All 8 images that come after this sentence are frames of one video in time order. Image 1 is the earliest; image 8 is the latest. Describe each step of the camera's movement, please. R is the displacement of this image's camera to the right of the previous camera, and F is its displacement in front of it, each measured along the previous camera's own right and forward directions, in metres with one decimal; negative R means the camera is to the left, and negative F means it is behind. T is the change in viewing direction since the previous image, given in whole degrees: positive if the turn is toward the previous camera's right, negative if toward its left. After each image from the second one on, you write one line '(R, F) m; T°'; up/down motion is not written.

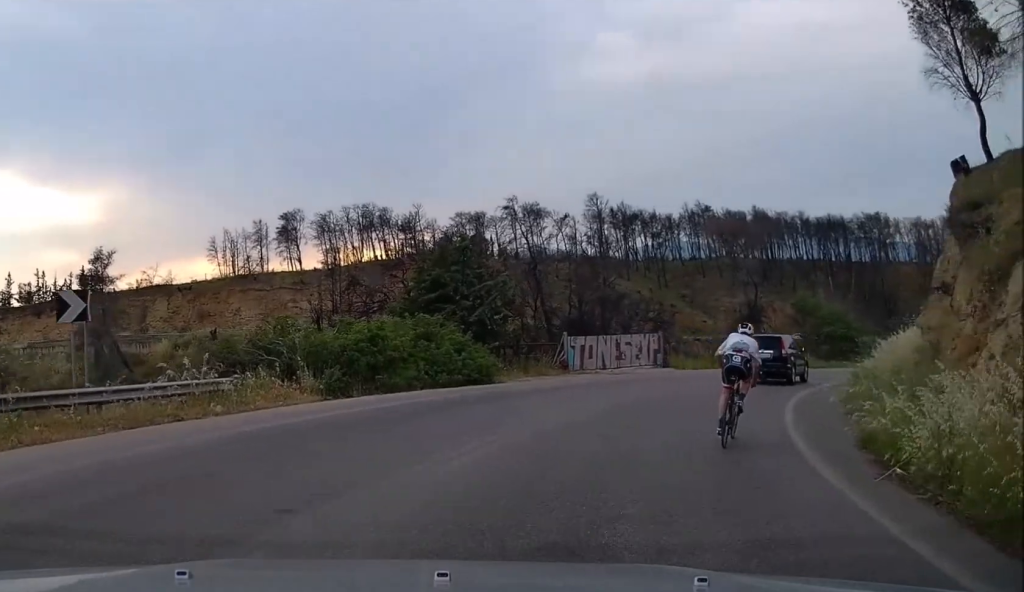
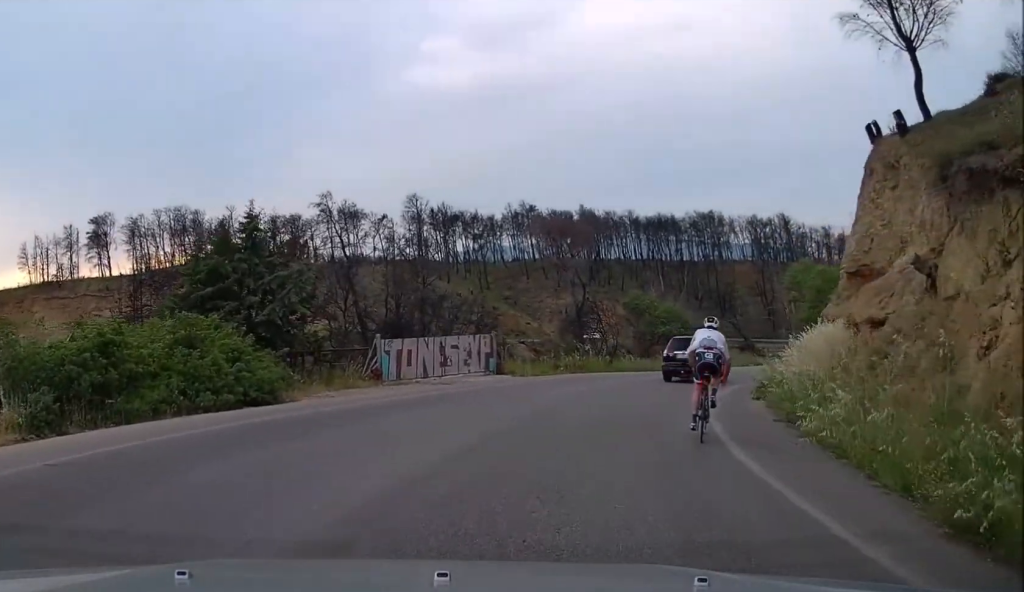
(+1.0, +6.5) m; +12°
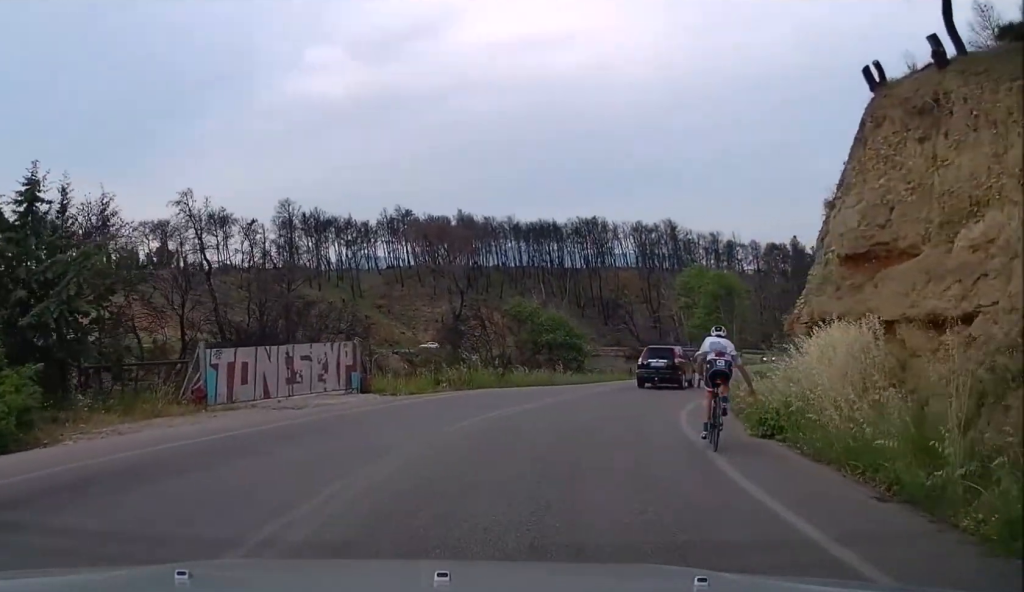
(+0.8, +7.2) m; +9°
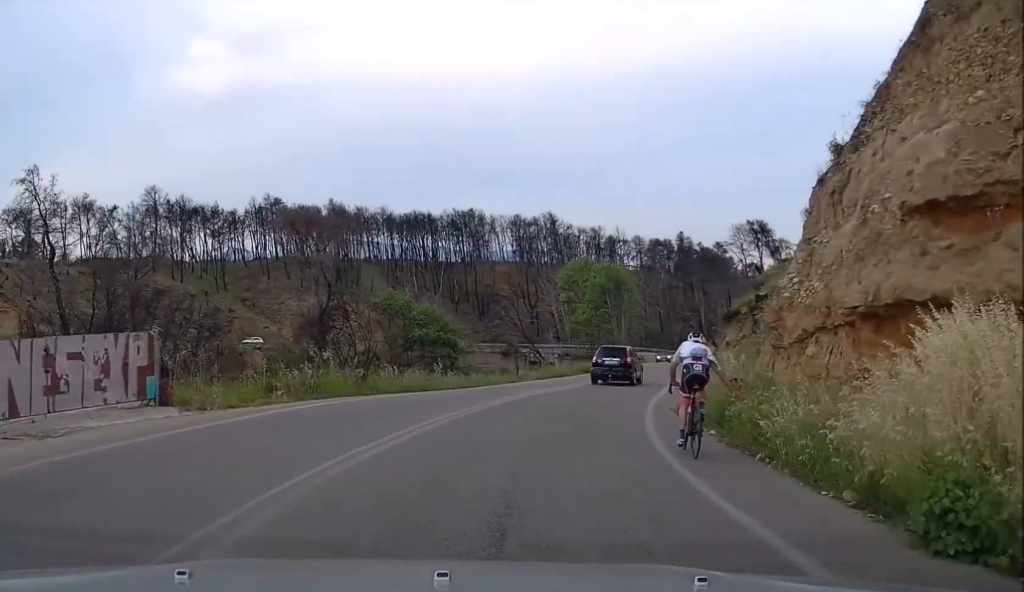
(+0.5, +7.6) m; +7°
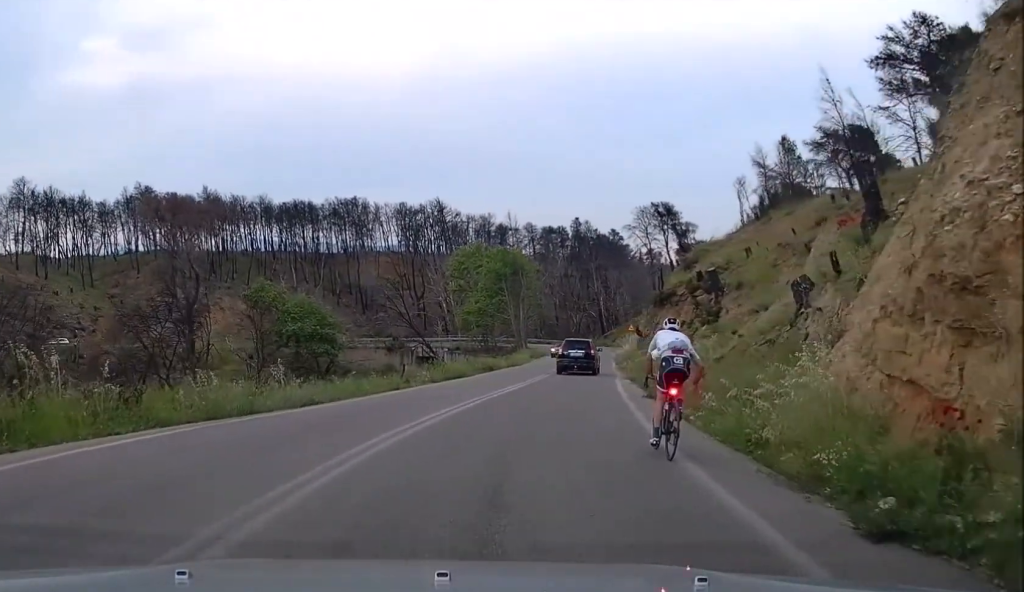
(+0.9, +10.8) m; +10°
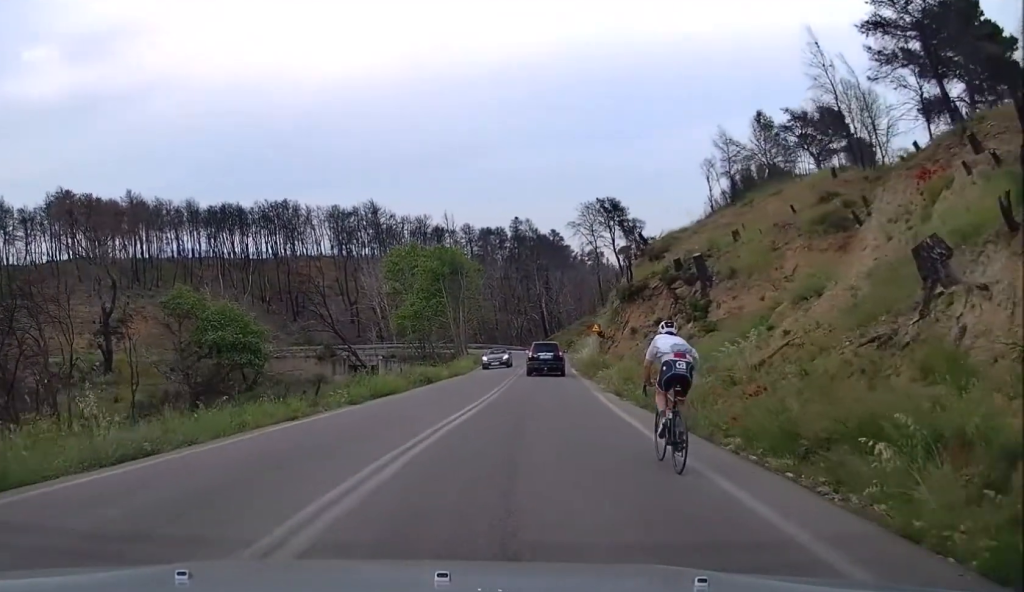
(+0.4, +7.5) m; +7°
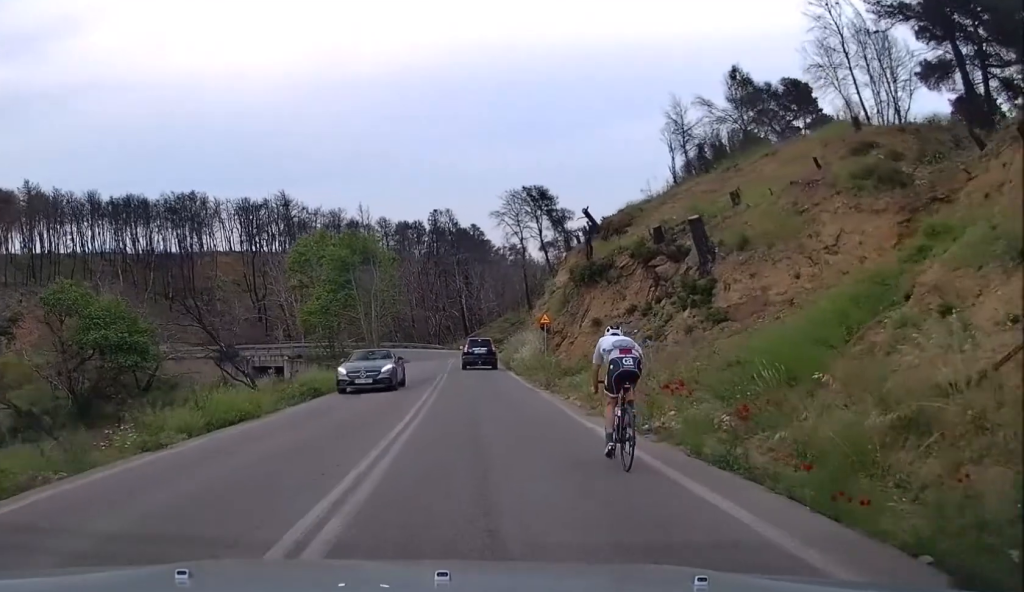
(+0.7, +9.9) m; +8°
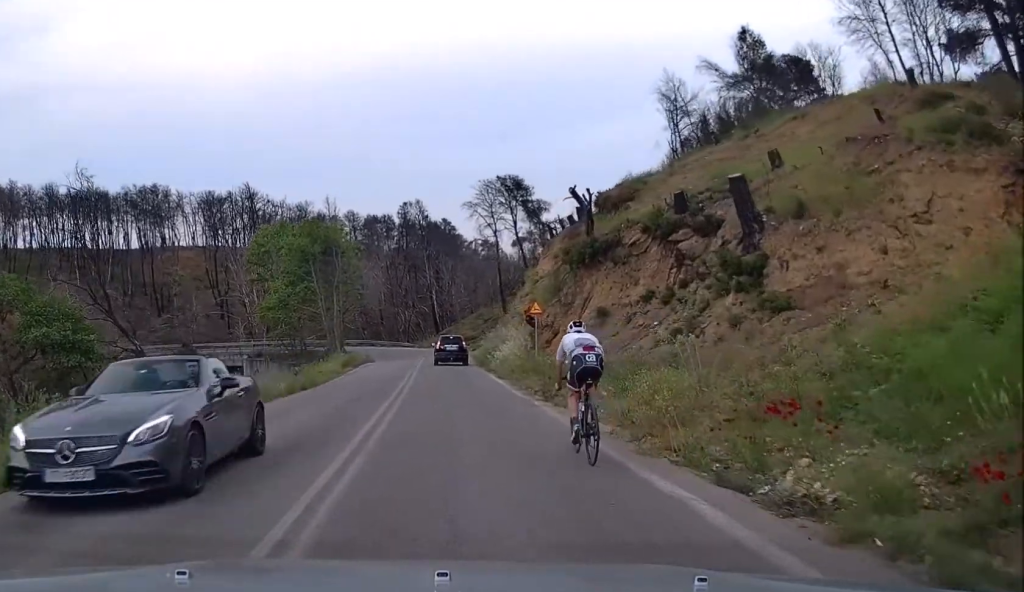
(+0.4, +6.3) m; +3°
